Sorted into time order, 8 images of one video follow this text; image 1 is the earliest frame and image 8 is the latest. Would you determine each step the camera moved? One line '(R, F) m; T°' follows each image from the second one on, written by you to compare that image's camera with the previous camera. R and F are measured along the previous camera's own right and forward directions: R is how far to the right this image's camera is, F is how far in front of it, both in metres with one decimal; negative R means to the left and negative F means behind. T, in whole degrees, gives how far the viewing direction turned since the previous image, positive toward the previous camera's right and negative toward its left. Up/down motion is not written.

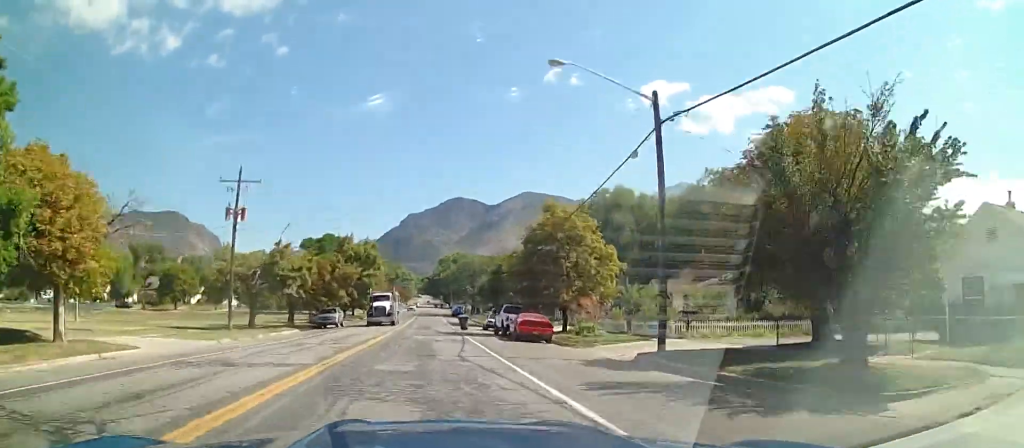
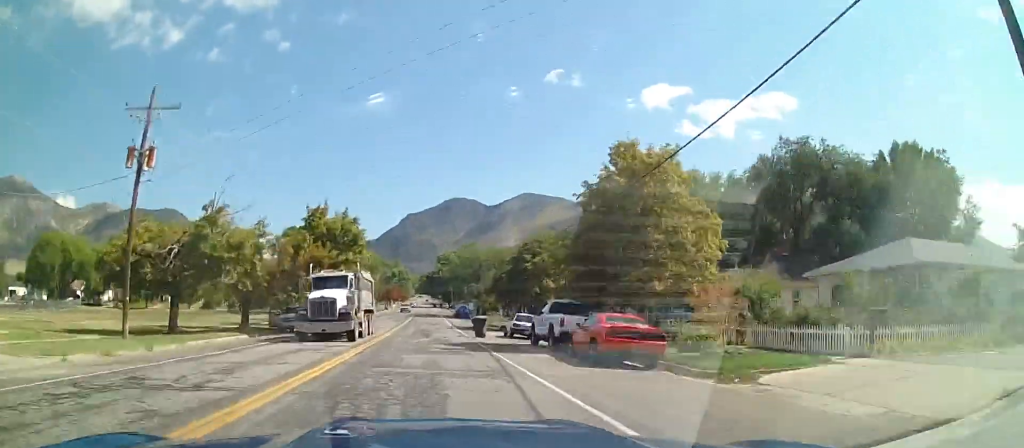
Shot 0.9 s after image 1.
(0.0, +16.3) m; 0°
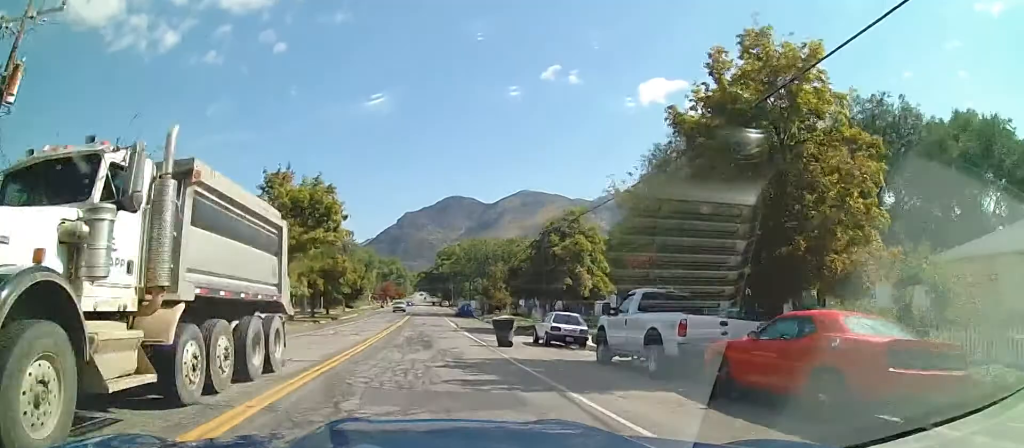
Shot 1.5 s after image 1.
(0.0, +11.7) m; 0°
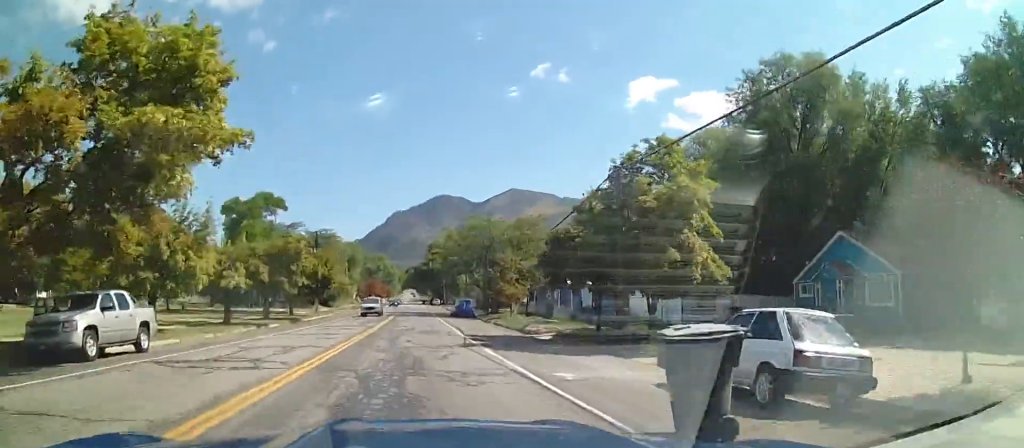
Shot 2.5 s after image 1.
(0.0, +18.9) m; 0°
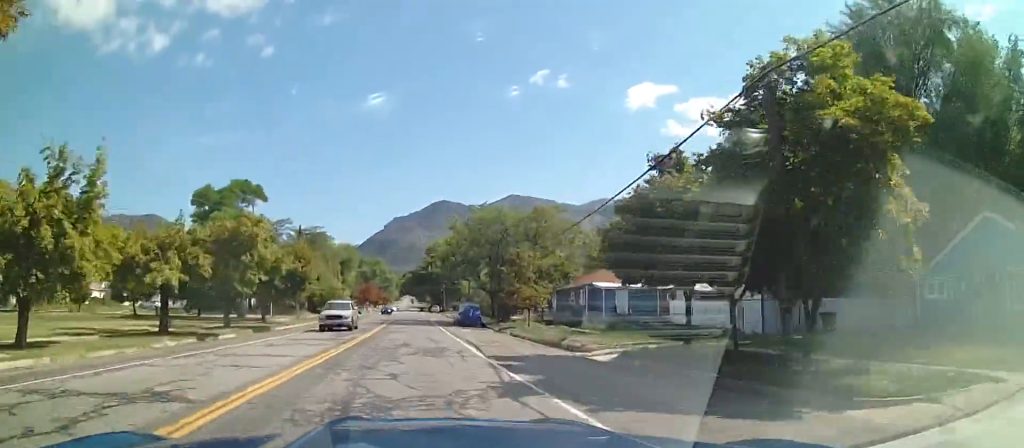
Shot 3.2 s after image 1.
(0.0, +12.2) m; 0°
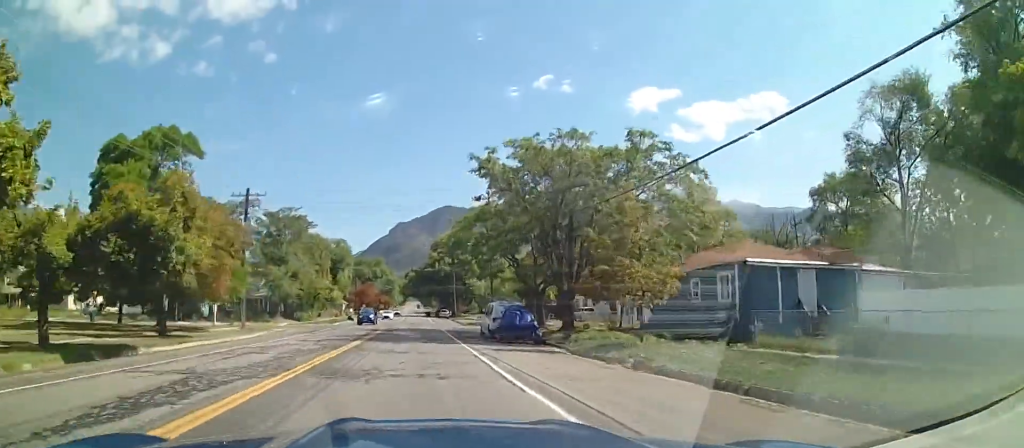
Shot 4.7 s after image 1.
(0.0, +26.6) m; -2°
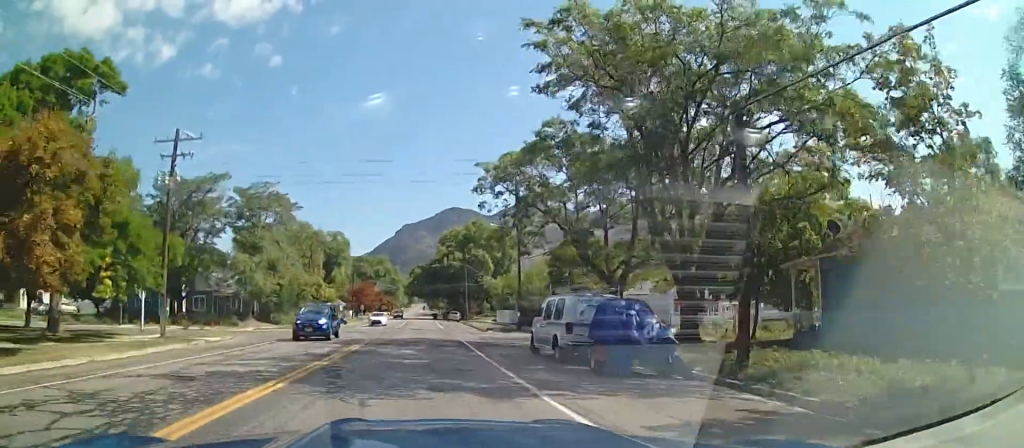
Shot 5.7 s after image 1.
(-0.5, +17.9) m; 0°
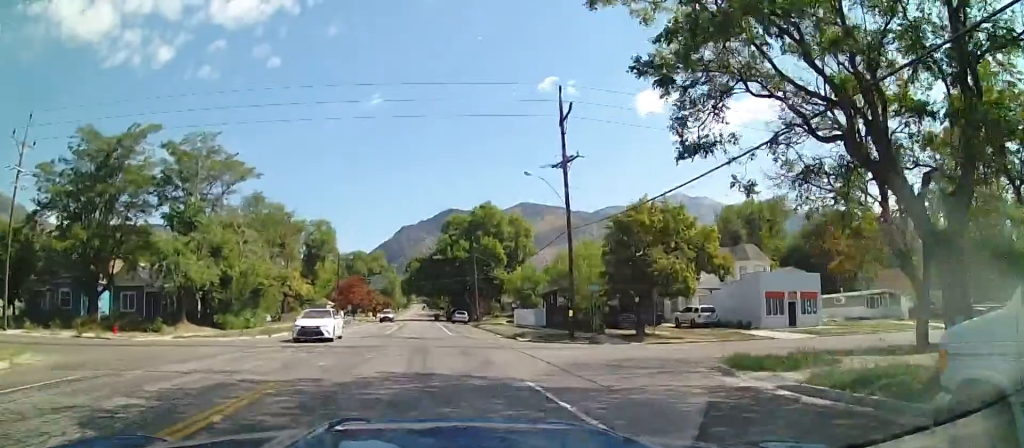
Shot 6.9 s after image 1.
(+0.4, +21.0) m; 0°
